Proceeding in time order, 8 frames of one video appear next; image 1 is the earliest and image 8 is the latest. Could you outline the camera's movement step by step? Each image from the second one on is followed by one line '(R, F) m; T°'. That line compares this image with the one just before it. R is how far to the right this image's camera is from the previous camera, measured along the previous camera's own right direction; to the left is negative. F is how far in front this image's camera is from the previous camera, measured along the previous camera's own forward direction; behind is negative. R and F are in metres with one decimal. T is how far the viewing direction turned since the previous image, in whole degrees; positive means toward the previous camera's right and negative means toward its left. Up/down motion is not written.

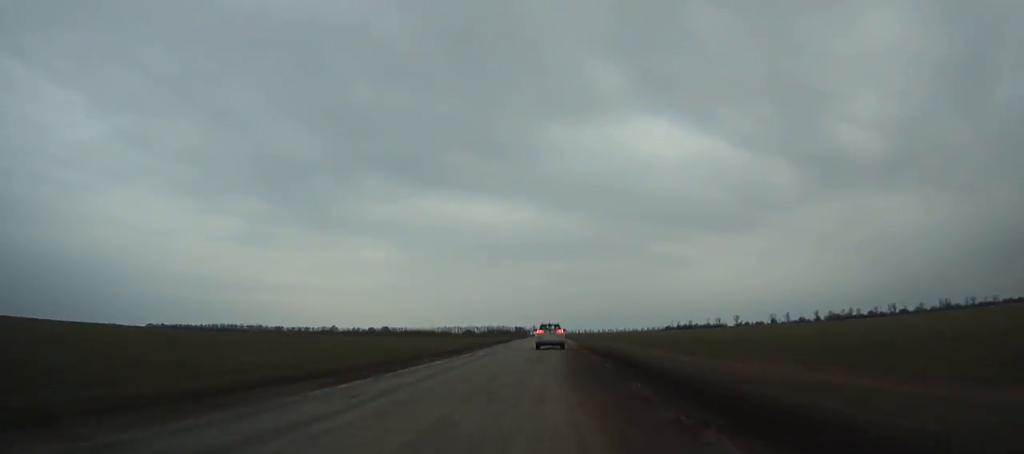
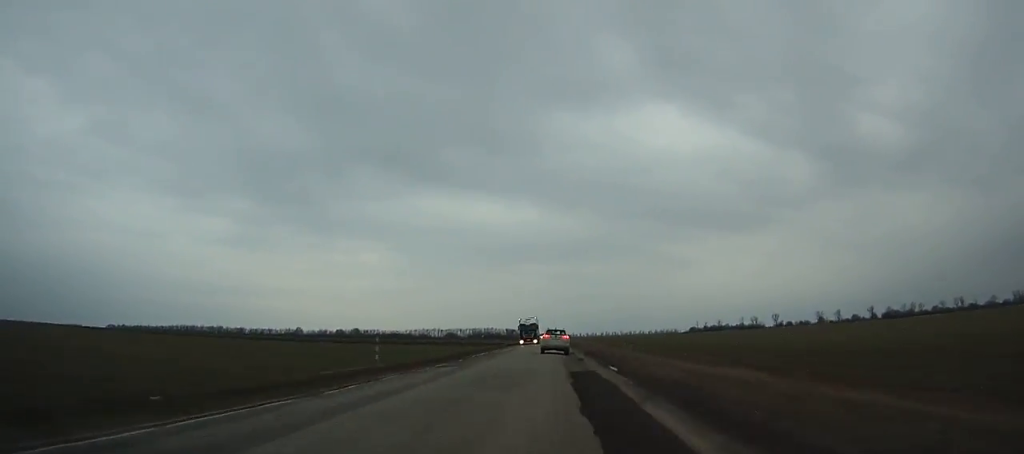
(+0.5, +126.7) m; 0°
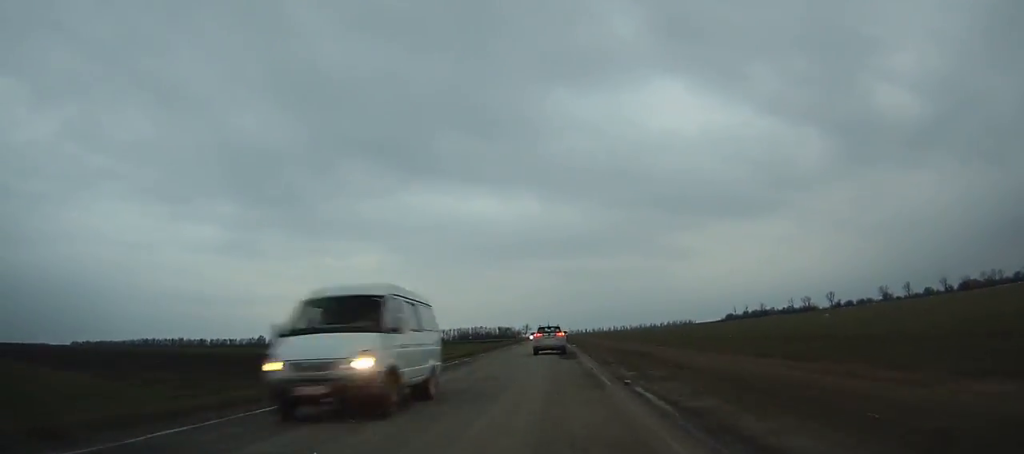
(-0.1, +114.9) m; 0°
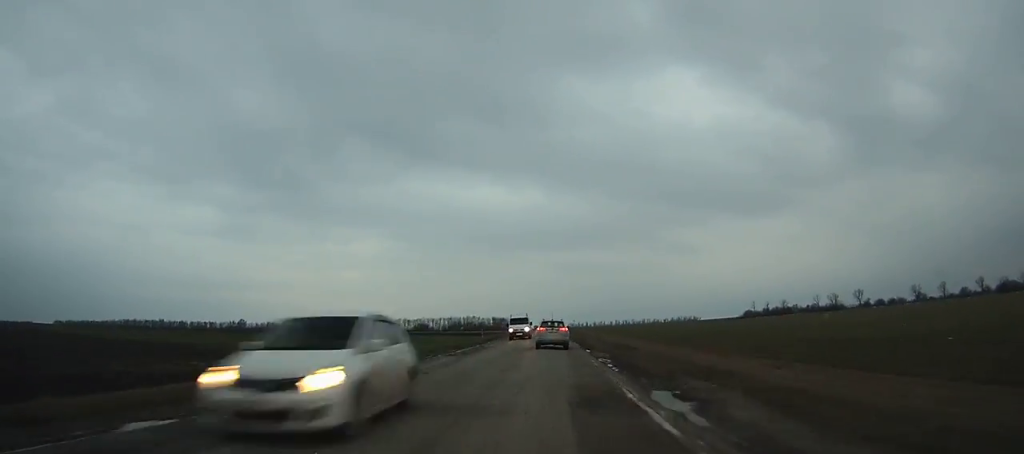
(-0.1, +46.0) m; 0°
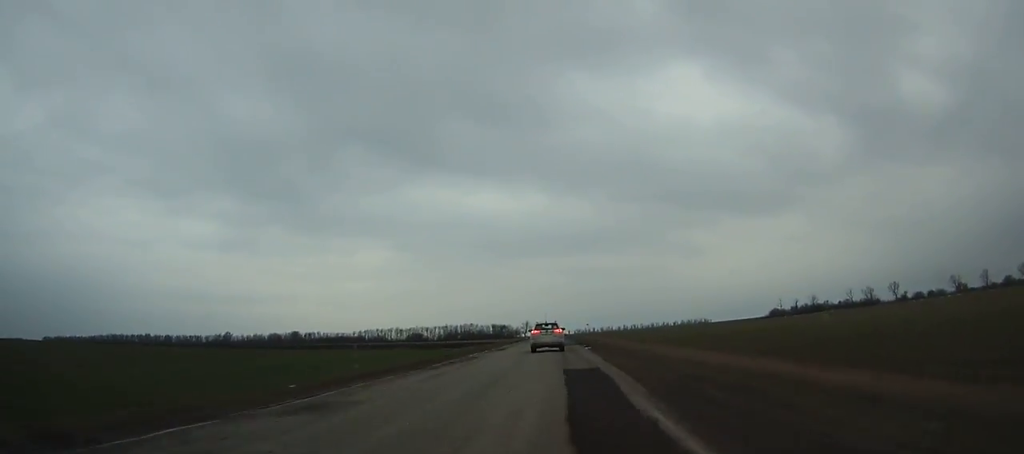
(-0.2, +41.8) m; 0°
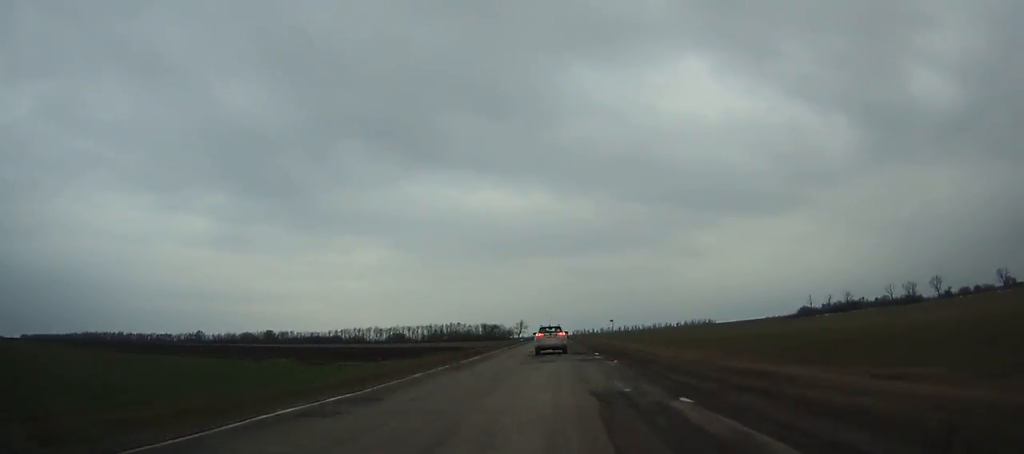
(0.0, +49.4) m; 0°
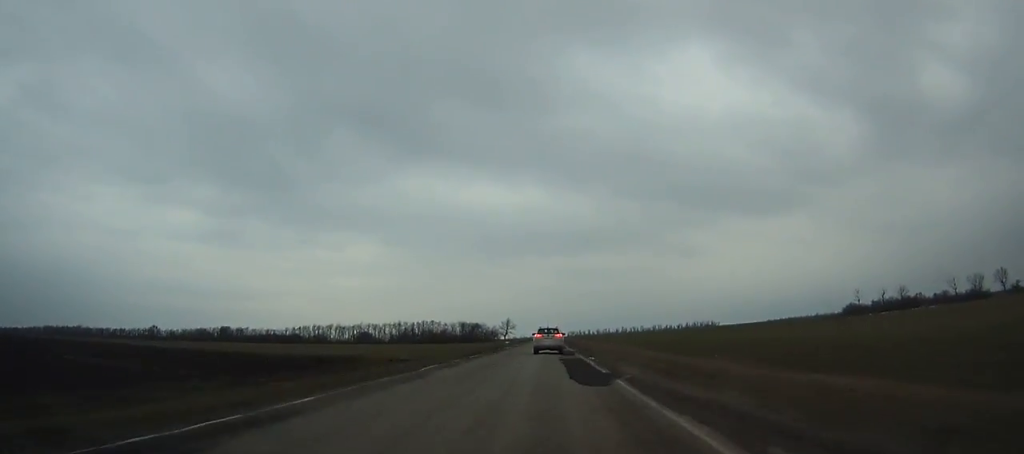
(+0.4, +63.5) m; 0°
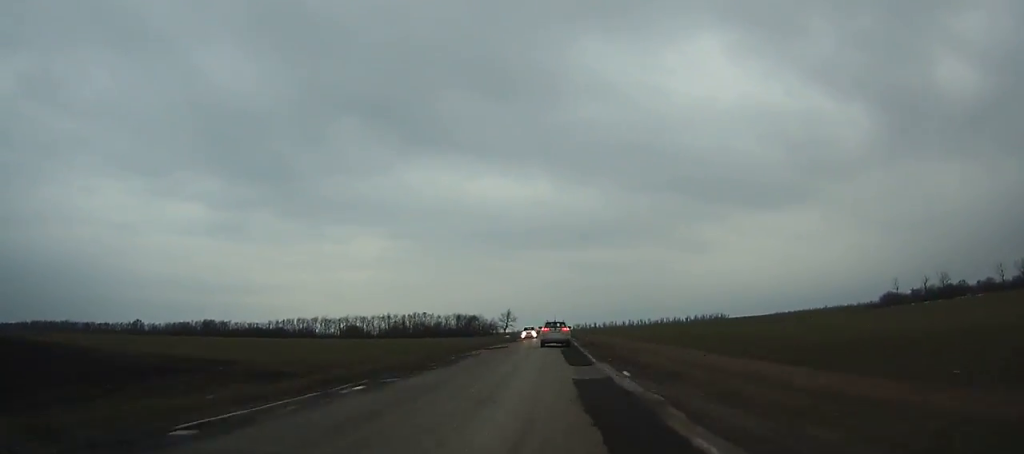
(-0.1, +30.1) m; 0°
